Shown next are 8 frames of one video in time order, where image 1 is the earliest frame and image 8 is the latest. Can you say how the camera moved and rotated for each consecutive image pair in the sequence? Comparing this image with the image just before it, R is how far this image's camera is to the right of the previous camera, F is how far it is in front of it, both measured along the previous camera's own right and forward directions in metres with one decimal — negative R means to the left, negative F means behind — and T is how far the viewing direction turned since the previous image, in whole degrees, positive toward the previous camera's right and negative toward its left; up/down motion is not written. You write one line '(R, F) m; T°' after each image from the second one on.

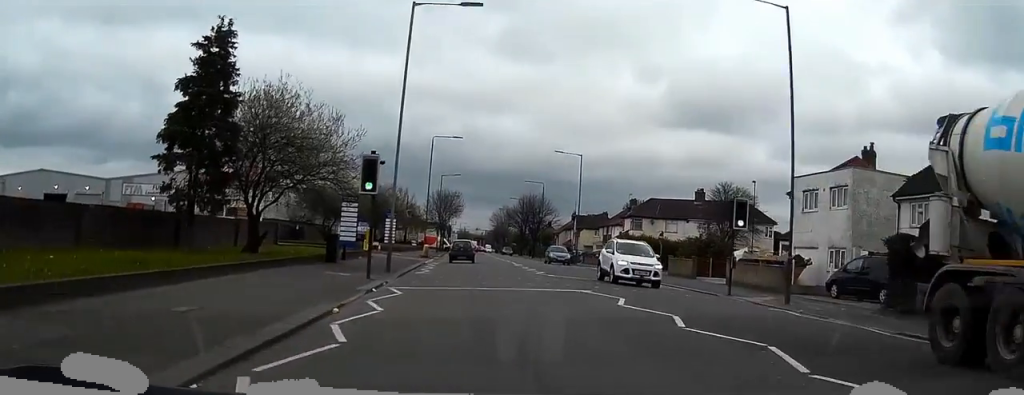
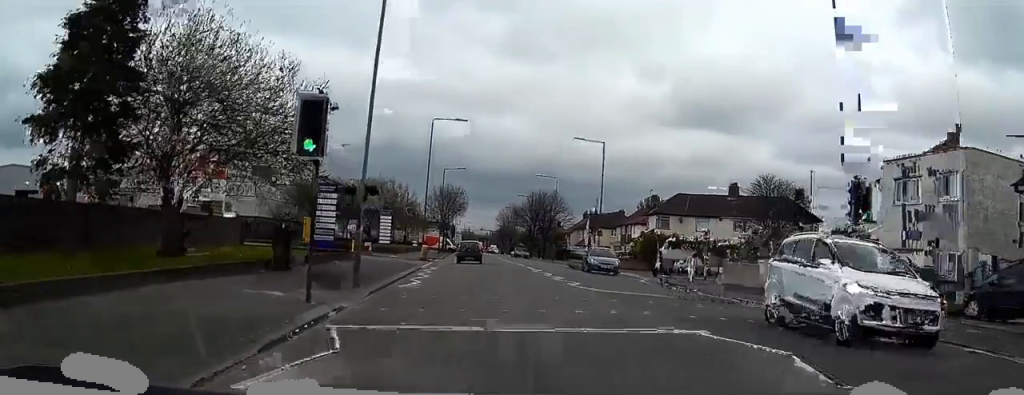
(-0.1, +9.4) m; -1°
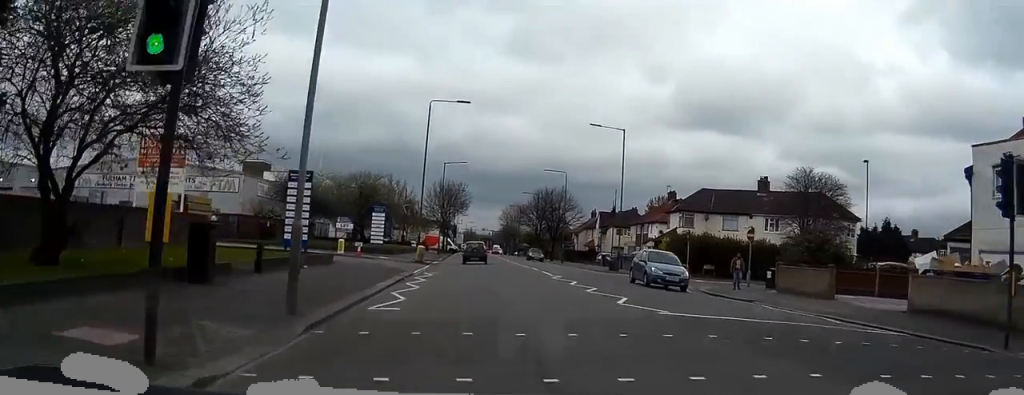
(-0.2, +6.8) m; -1°
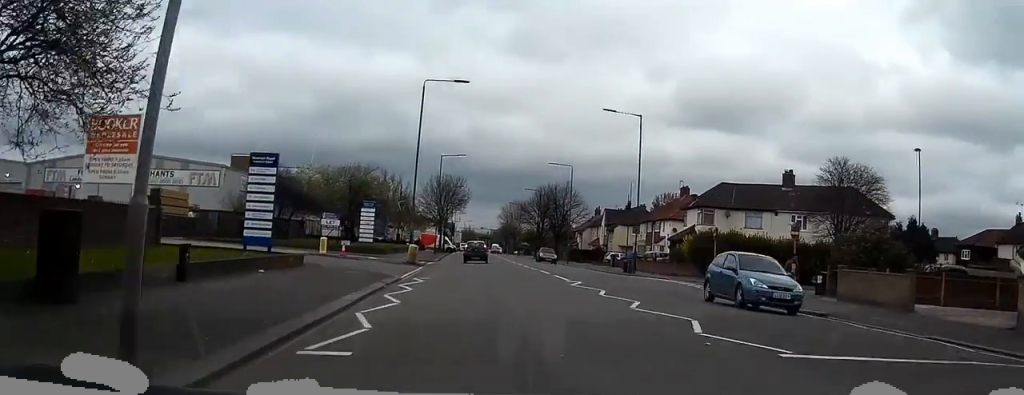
(0.0, +5.7) m; 0°
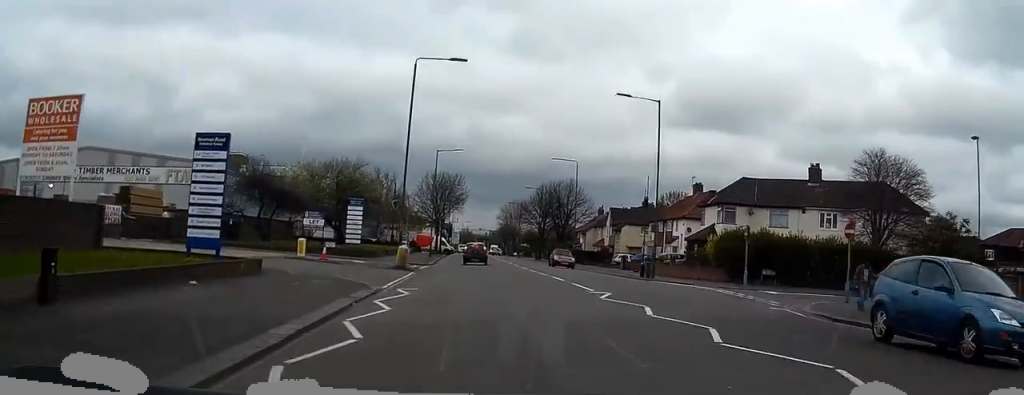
(0.0, +5.3) m; +1°
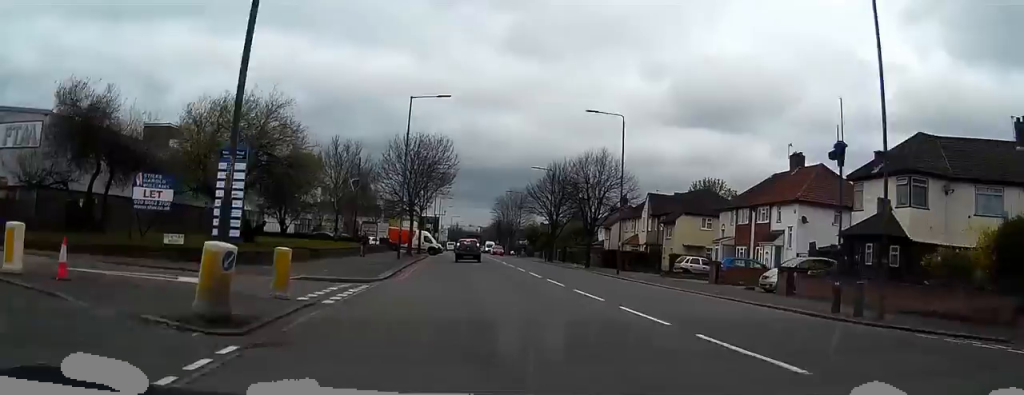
(+0.6, +25.4) m; +2°
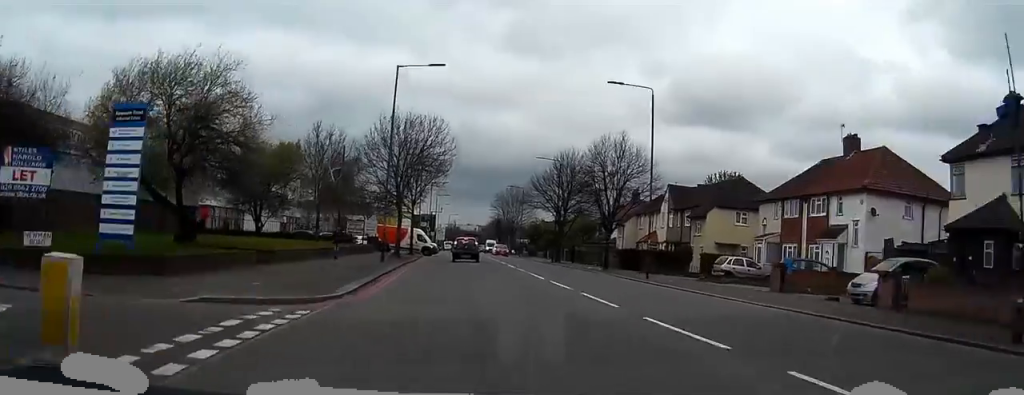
(0.0, +8.1) m; 0°
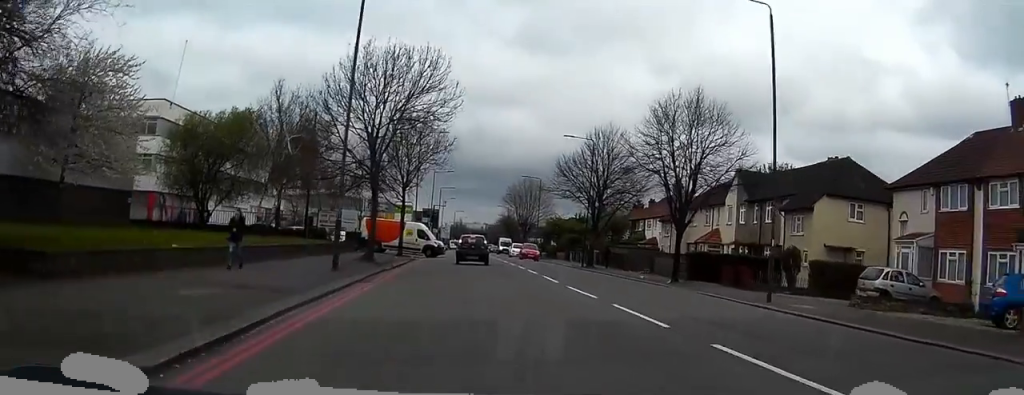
(-0.1, +14.9) m; 0°
